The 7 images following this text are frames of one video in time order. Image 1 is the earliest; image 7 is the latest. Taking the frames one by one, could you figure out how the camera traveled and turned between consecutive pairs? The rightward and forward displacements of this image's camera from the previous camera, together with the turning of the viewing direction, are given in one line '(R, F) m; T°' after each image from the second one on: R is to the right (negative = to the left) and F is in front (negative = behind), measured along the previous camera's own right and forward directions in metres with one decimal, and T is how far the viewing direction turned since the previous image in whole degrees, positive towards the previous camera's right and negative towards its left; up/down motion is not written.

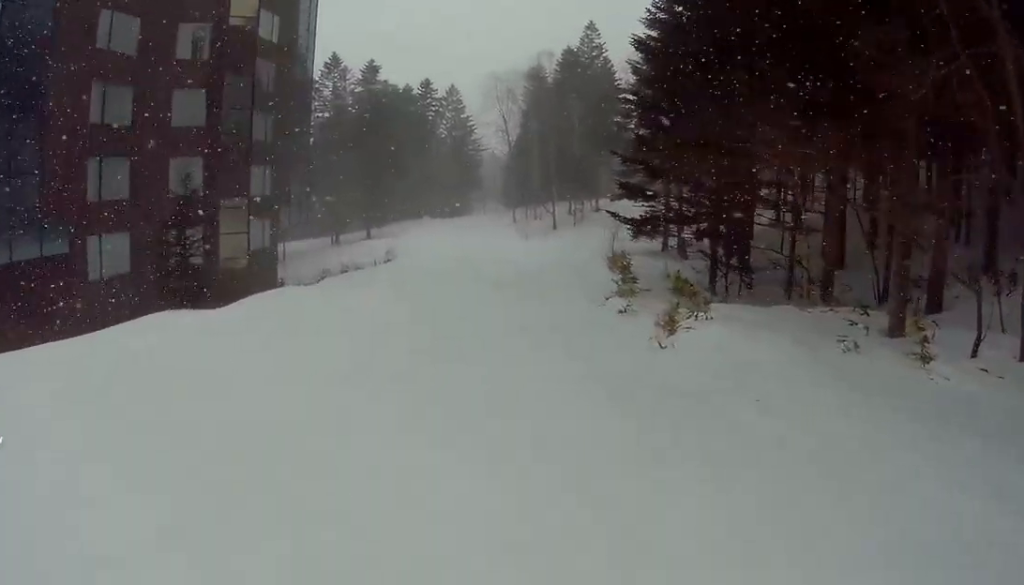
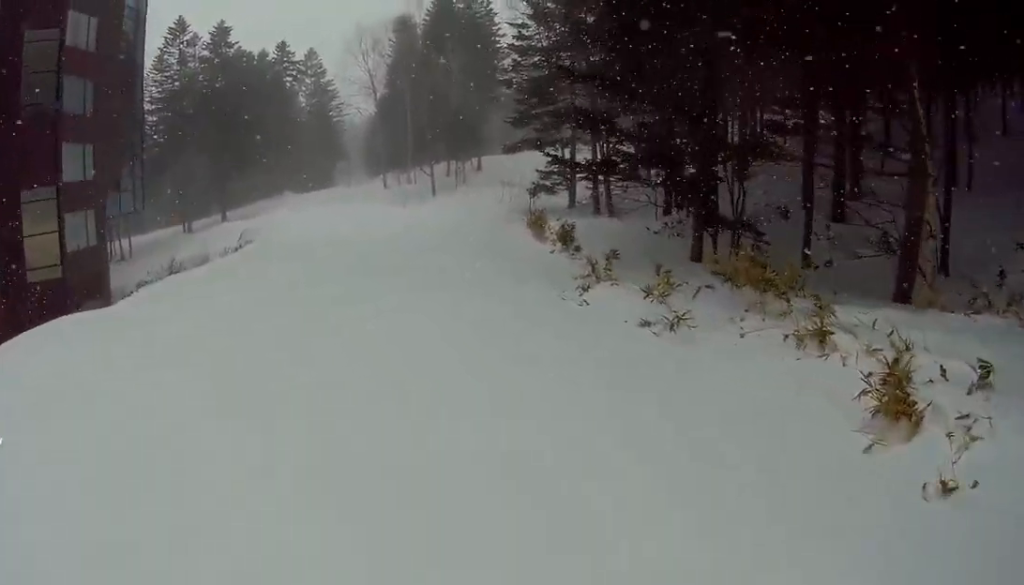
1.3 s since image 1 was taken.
(0.0, +6.0) m; -1°
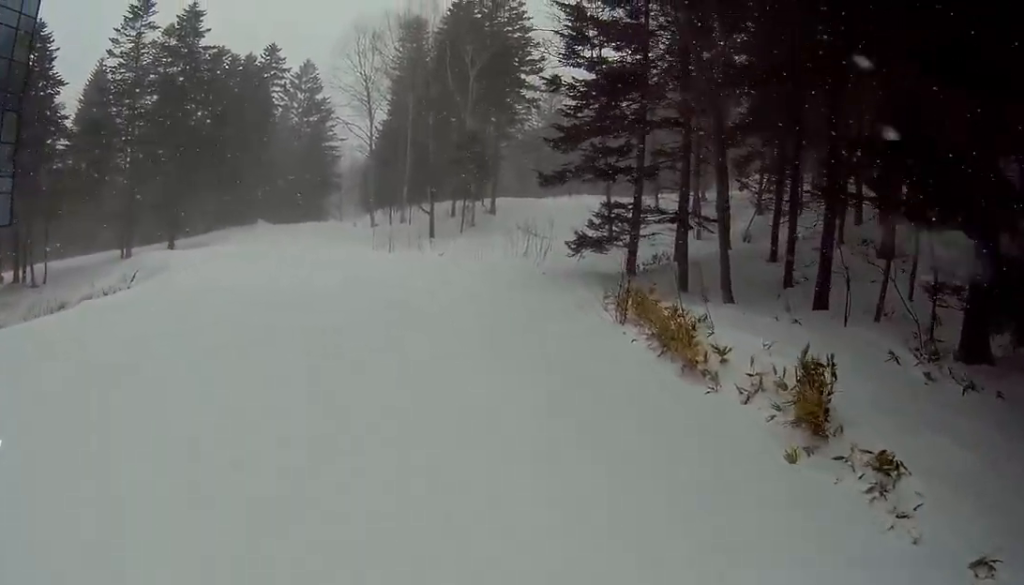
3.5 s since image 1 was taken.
(-1.7, +13.6) m; -12°
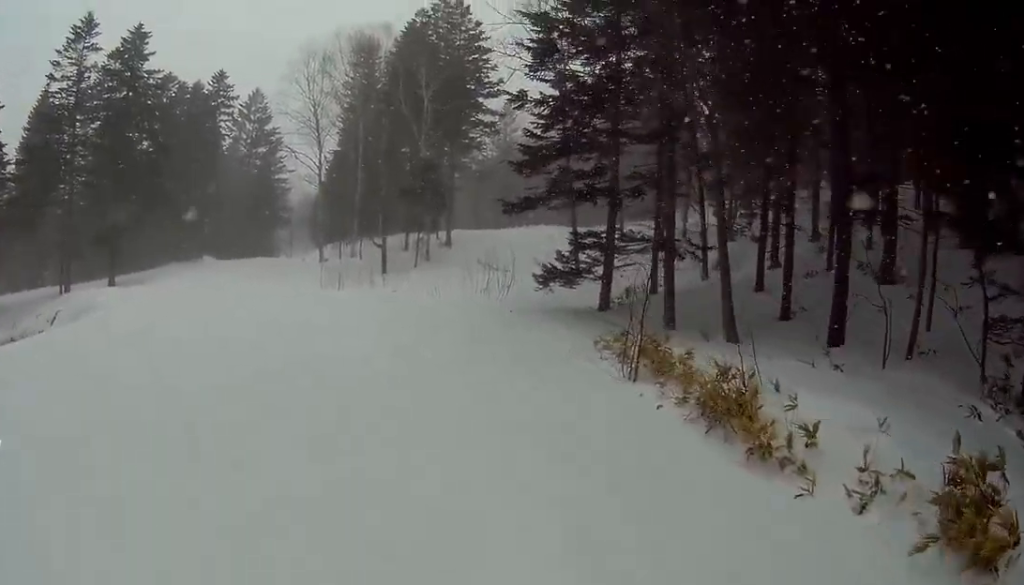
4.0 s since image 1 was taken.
(-0.1, +3.2) m; -1°
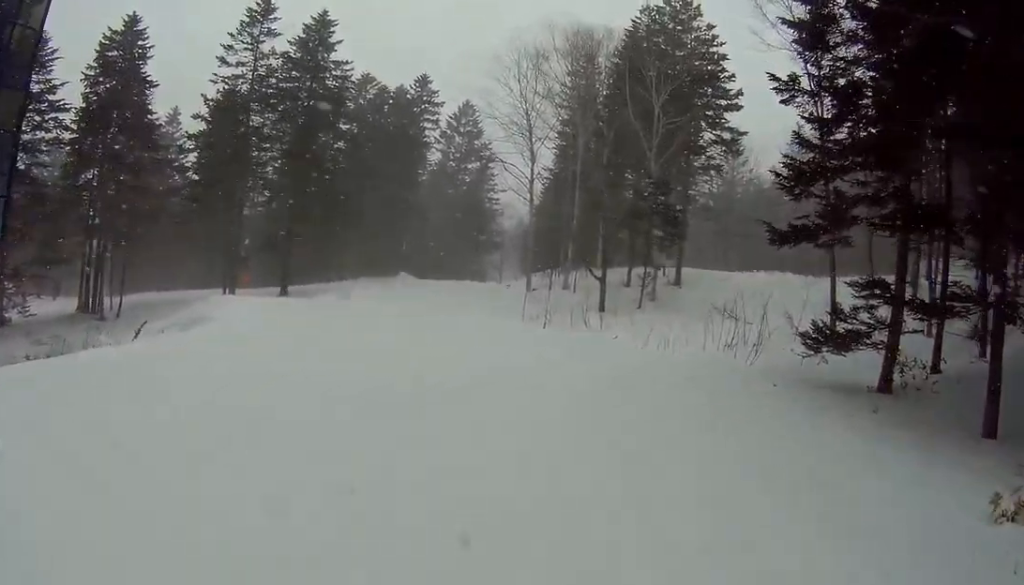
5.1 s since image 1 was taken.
(+0.2, +7.8) m; -7°
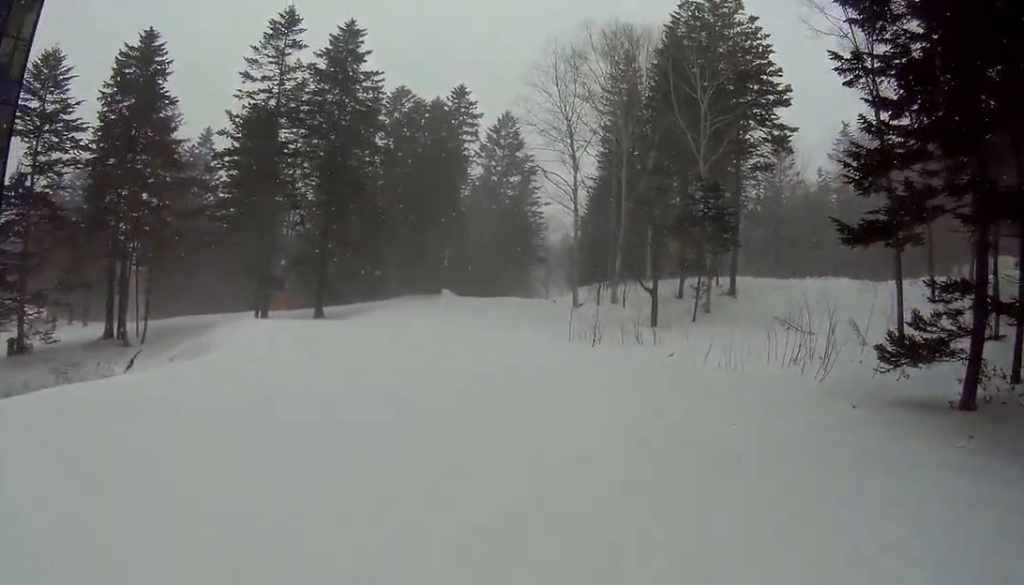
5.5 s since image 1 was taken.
(-0.2, +2.7) m; -5°
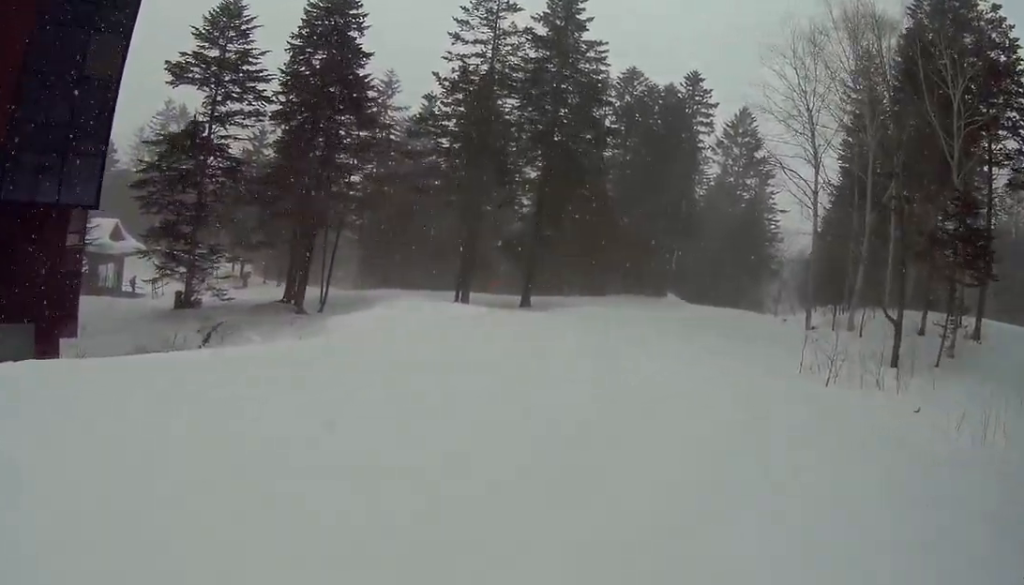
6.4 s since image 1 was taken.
(-0.5, +5.7) m; -3°
